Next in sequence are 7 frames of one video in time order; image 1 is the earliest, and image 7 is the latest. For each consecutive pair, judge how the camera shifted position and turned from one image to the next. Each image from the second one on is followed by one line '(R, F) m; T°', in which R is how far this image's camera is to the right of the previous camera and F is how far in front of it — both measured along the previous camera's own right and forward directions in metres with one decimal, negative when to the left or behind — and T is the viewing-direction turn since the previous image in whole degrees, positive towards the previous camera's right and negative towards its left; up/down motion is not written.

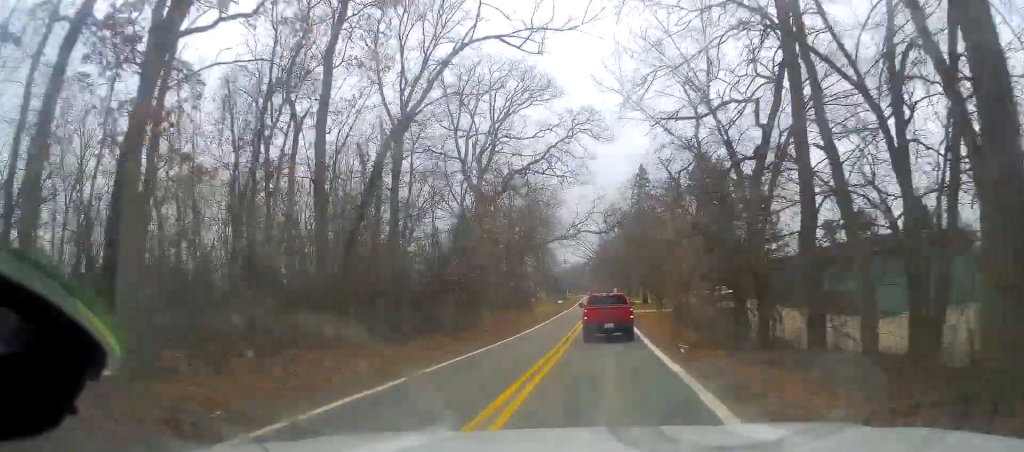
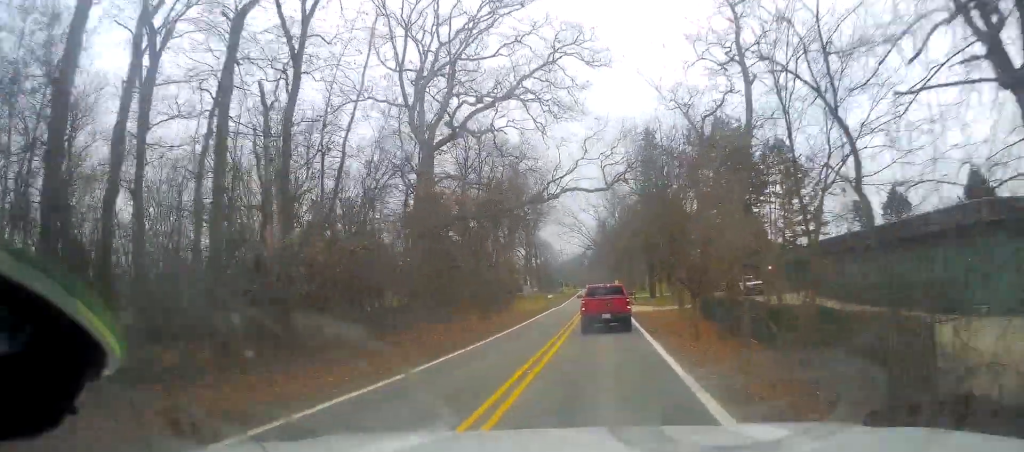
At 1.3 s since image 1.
(0.0, +15.0) m; -1°
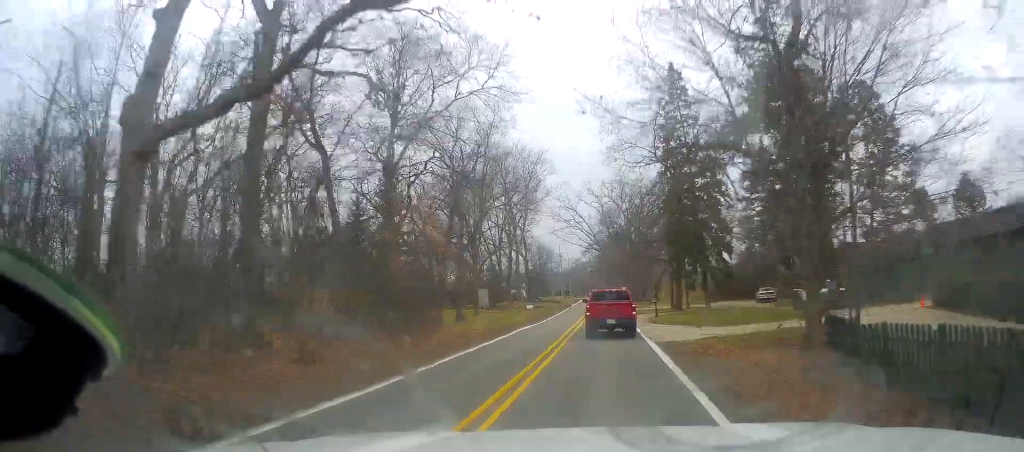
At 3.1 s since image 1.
(-0.8, +21.7) m; -3°
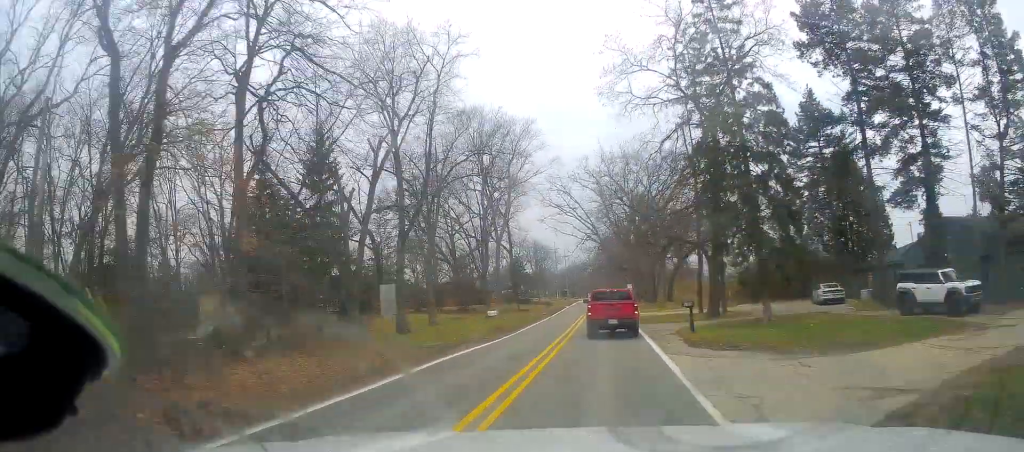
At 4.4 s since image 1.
(+0.4, +16.7) m; +2°
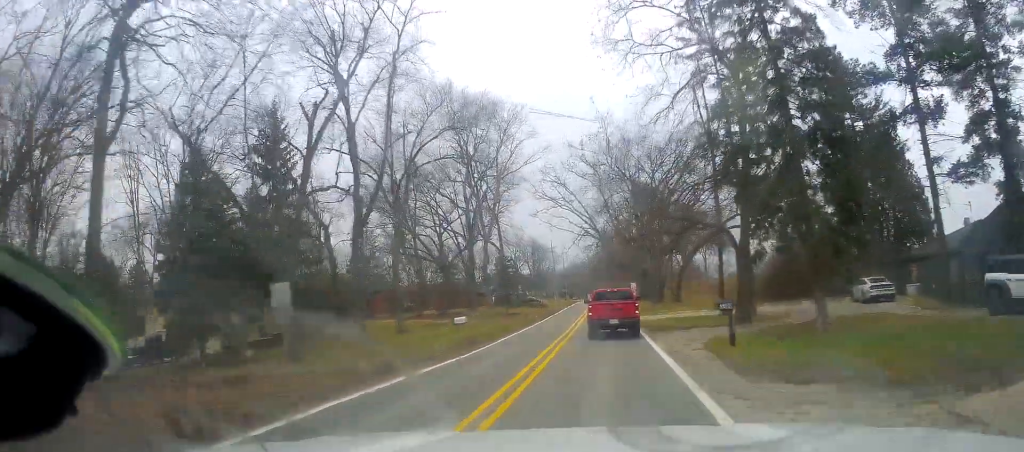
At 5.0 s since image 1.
(+0.2, +7.5) m; 0°
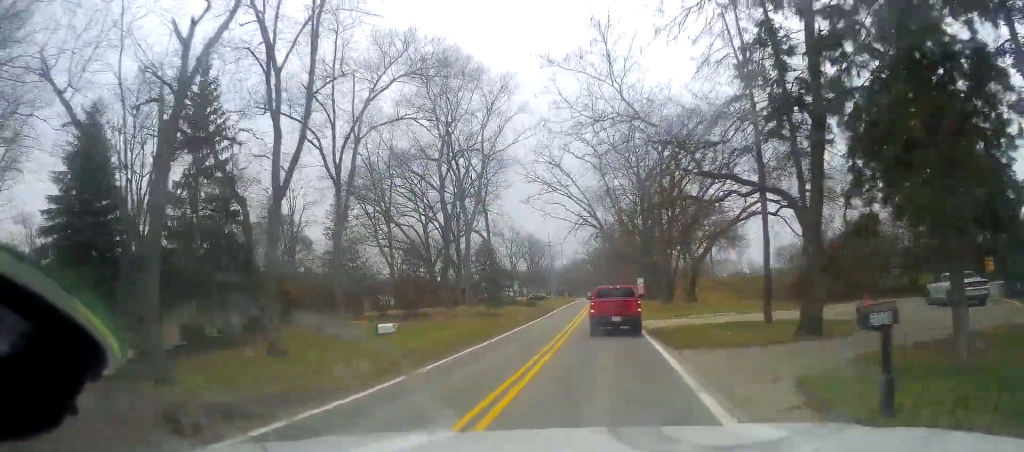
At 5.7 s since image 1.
(-0.3, +9.1) m; -2°
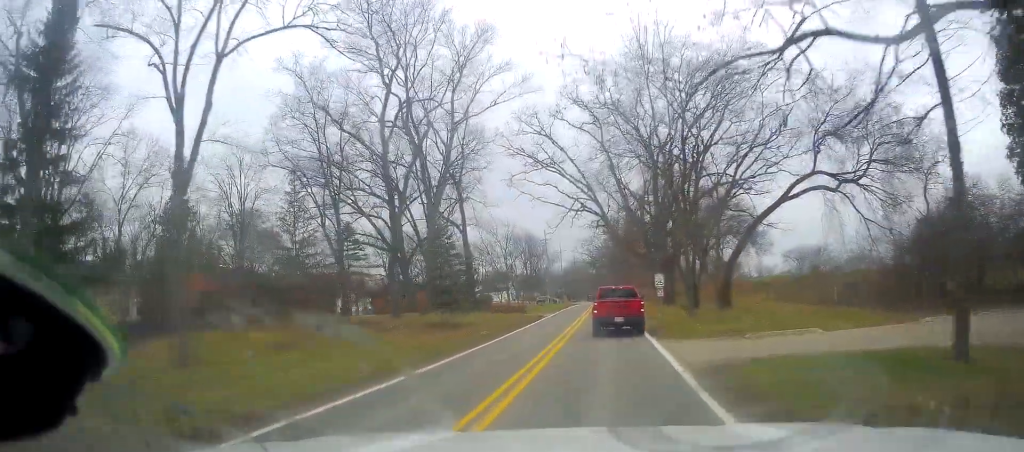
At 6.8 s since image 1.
(-0.1, +13.4) m; +2°
